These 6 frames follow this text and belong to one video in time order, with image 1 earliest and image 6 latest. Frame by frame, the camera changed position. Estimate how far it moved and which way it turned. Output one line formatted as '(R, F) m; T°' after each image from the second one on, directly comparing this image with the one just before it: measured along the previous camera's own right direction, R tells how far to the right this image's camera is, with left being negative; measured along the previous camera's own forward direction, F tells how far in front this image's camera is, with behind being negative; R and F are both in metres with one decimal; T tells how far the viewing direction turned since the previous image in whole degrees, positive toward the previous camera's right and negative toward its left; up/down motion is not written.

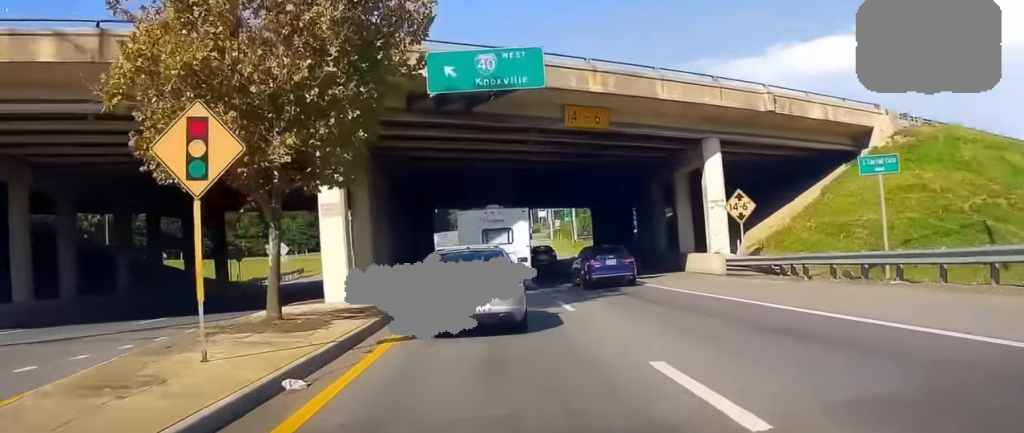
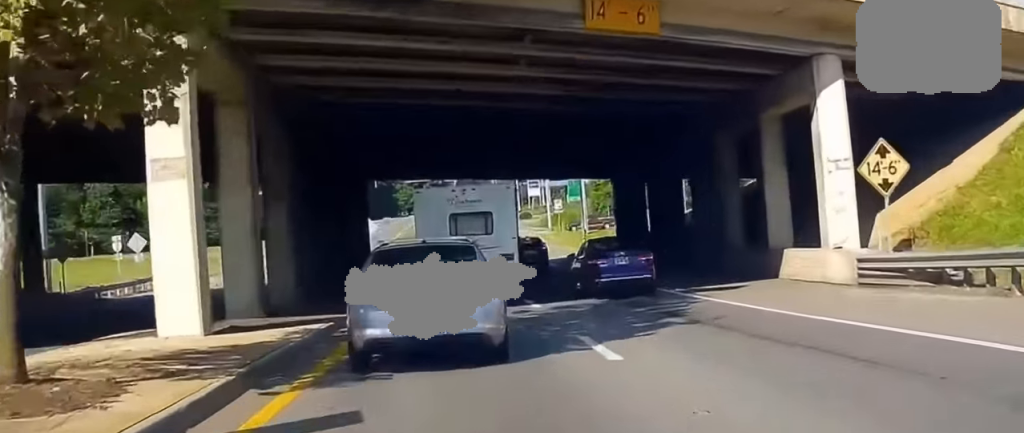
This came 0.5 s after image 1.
(0.0, +4.4) m; 0°
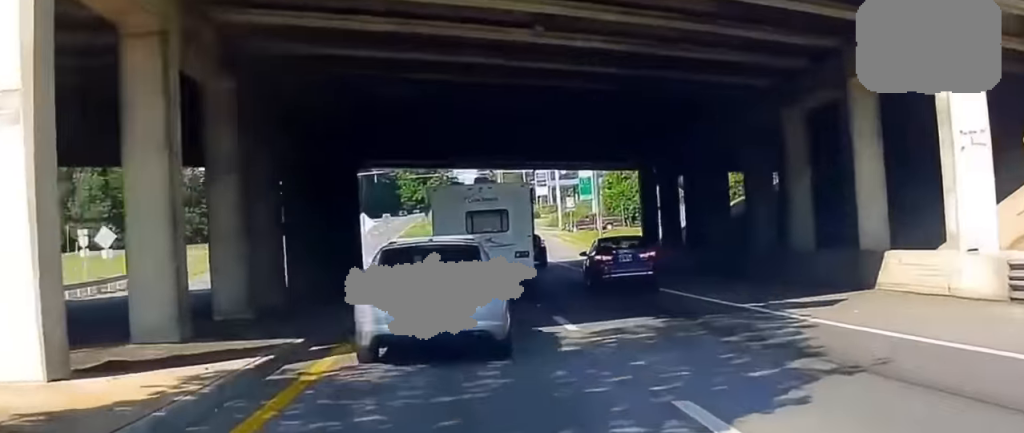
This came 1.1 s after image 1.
(0.0, +6.0) m; 0°
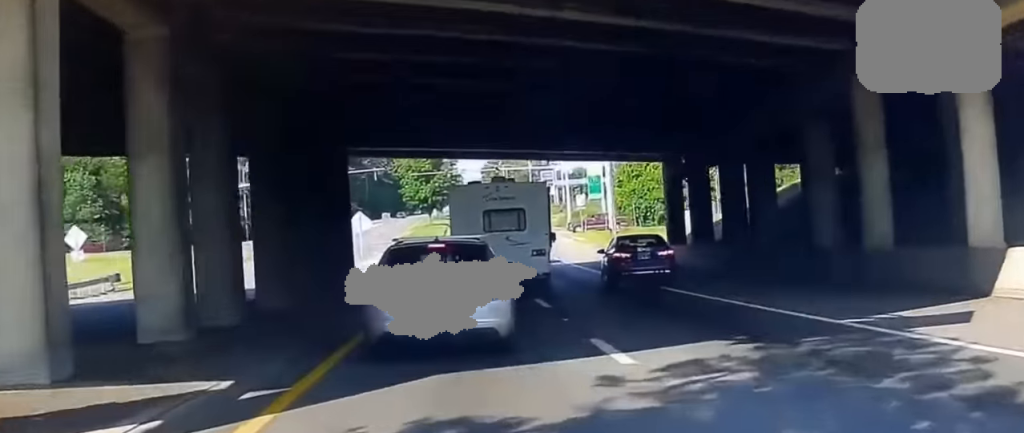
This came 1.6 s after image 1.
(0.0, +5.2) m; 0°
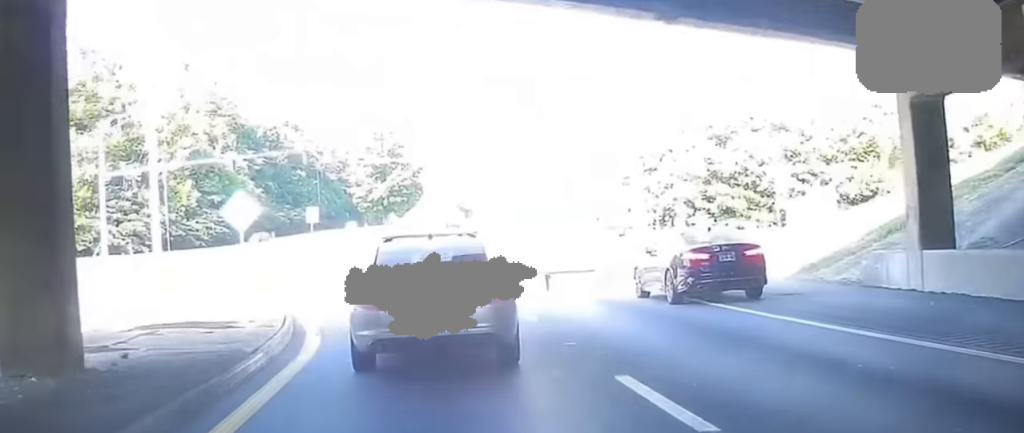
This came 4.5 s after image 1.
(0.0, +28.9) m; 0°
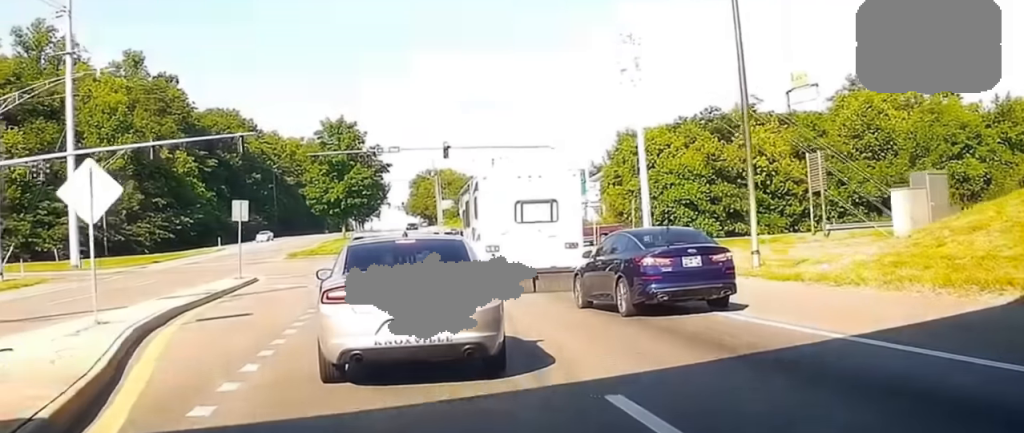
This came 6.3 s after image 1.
(0.0, +19.1) m; -1°
